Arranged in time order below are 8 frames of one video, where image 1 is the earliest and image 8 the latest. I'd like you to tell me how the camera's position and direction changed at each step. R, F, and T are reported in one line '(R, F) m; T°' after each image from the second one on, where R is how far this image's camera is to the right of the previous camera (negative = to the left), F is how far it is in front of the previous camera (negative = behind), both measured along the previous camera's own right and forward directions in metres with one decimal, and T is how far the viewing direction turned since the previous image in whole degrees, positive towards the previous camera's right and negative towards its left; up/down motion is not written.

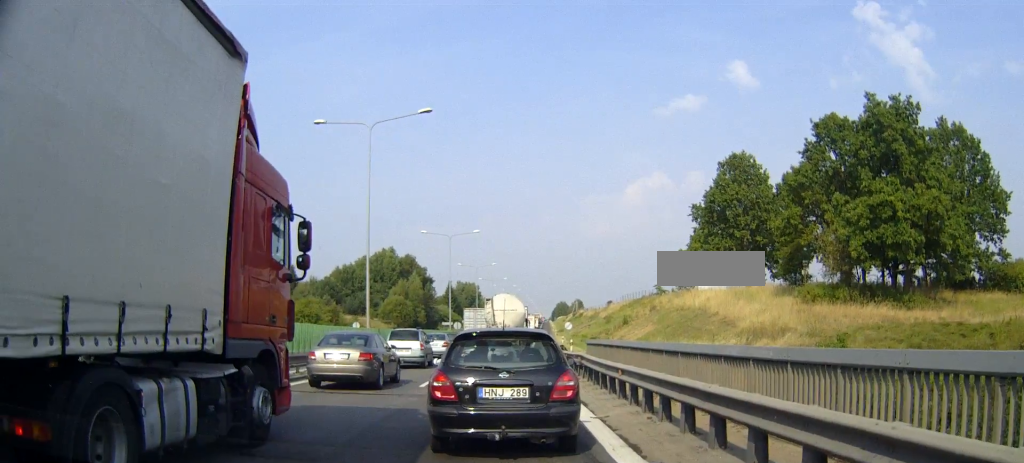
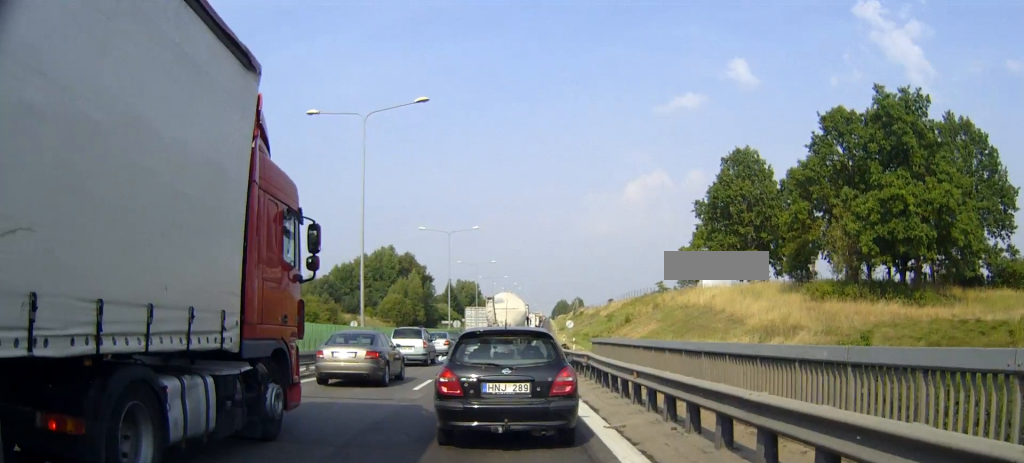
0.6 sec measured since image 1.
(0.0, +1.5) m; 0°
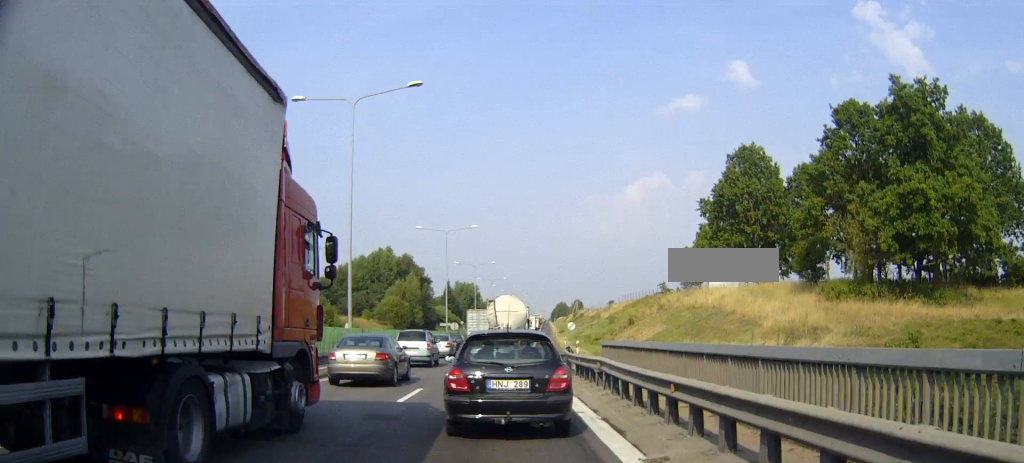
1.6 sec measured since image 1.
(0.0, +2.7) m; +1°
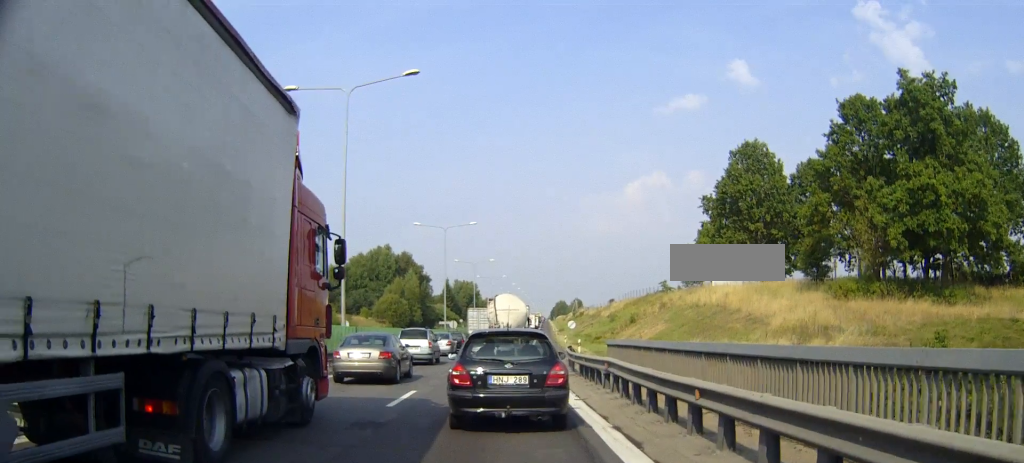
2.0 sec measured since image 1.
(0.0, +1.3) m; +1°
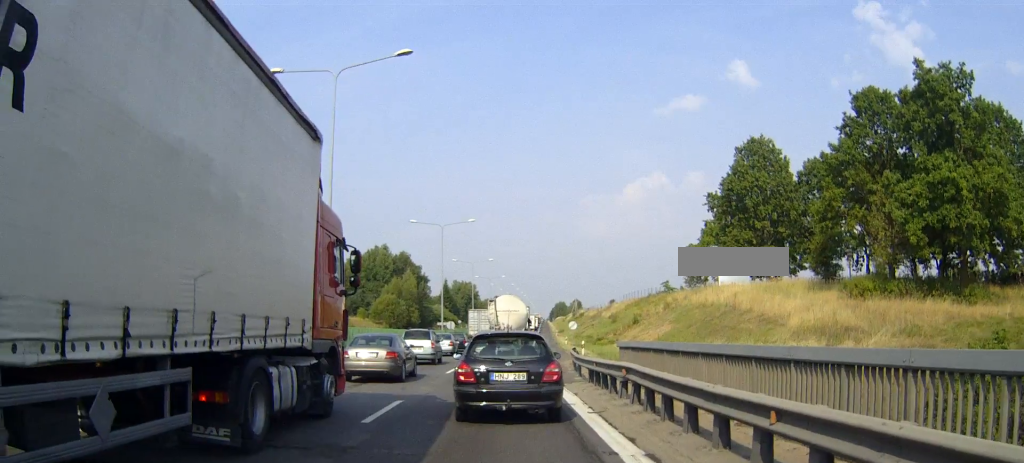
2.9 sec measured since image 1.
(0.0, +2.5) m; 0°
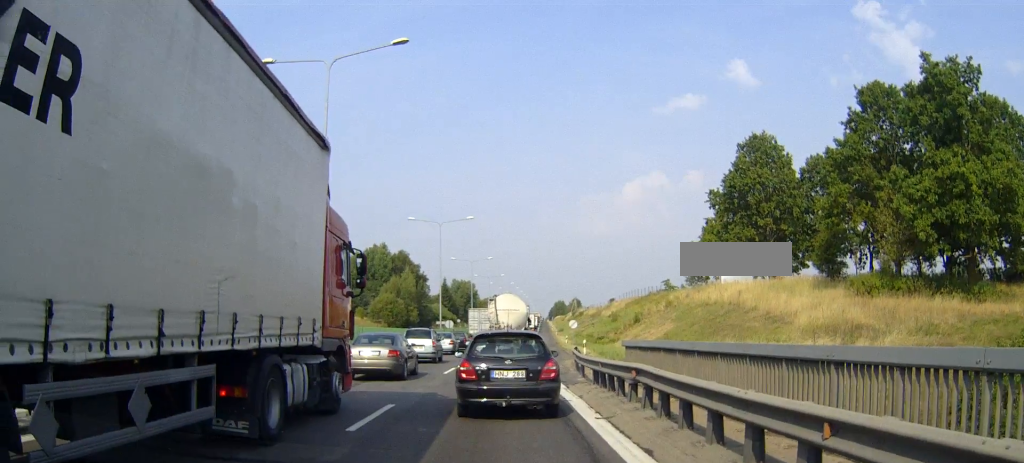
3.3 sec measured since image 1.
(0.0, +1.1) m; 0°
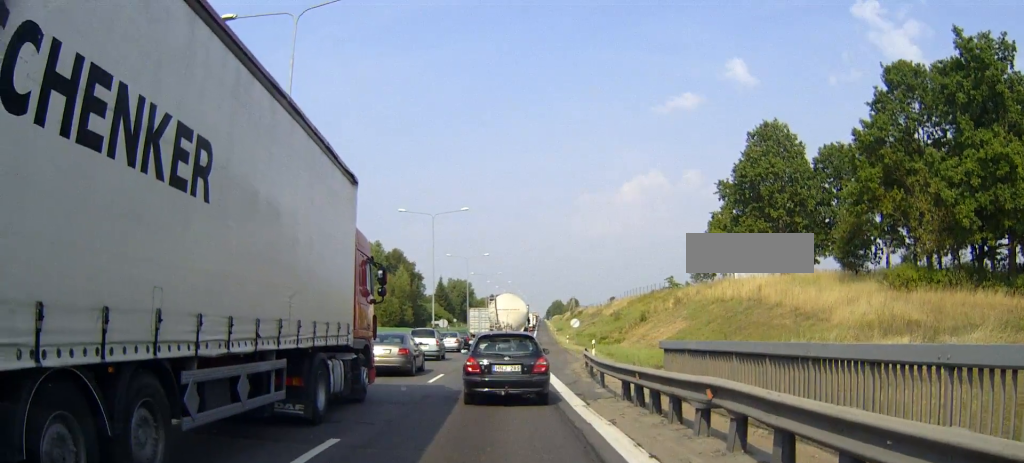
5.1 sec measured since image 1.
(0.0, +4.9) m; 0°
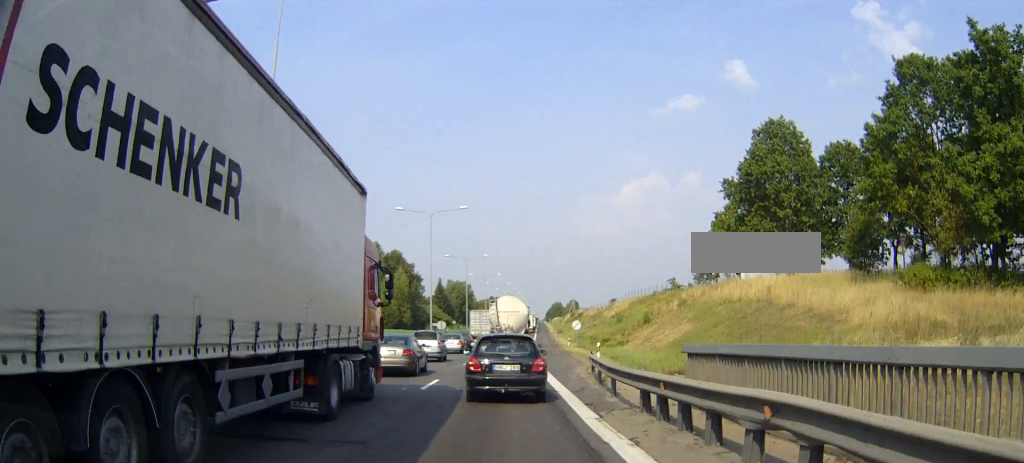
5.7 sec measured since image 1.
(0.0, +2.0) m; +1°
